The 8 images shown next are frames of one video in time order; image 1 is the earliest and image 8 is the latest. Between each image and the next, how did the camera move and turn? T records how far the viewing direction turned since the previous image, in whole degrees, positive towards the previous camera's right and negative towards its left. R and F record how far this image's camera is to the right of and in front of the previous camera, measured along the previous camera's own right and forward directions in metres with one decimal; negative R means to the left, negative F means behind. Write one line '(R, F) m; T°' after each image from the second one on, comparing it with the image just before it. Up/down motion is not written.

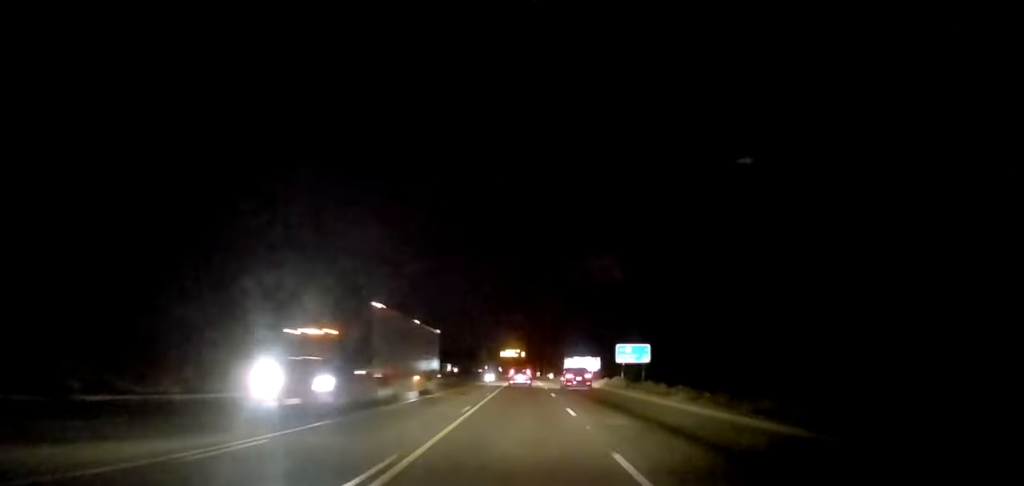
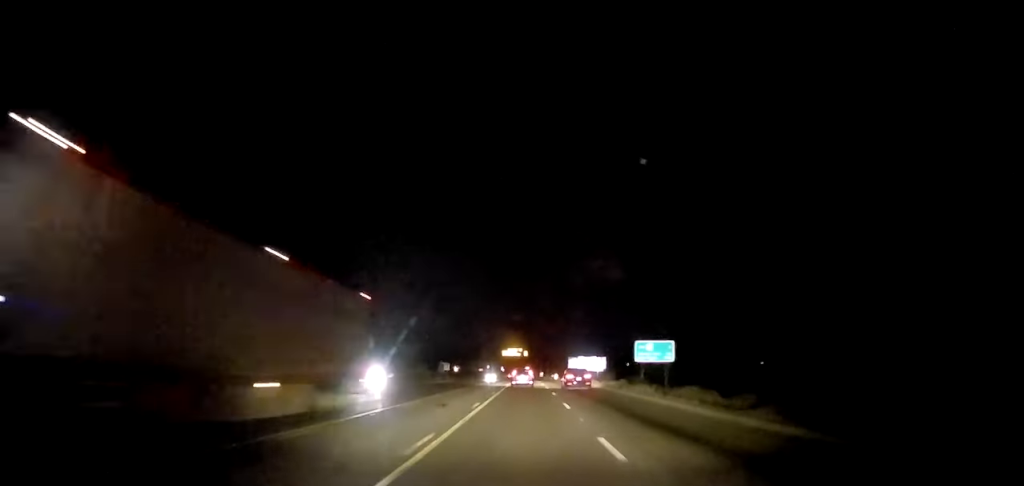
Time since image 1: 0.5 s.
(0.0, +8.8) m; -1°
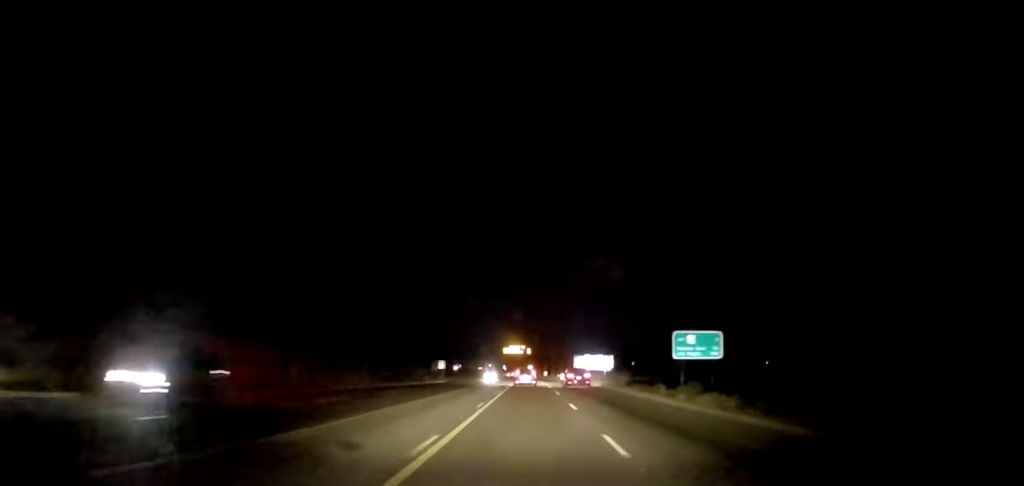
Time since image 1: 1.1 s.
(-0.7, +12.1) m; -1°
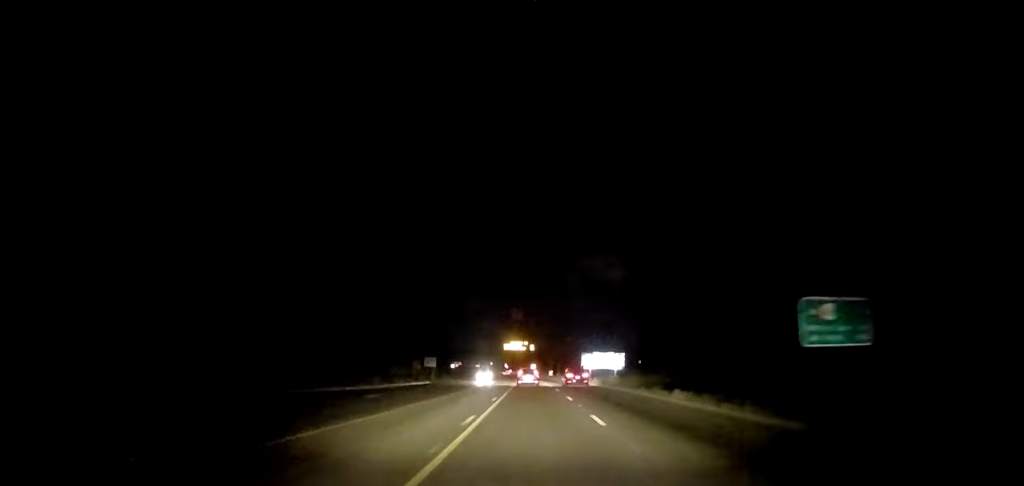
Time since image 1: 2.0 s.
(+0.3, +18.2) m; +1°
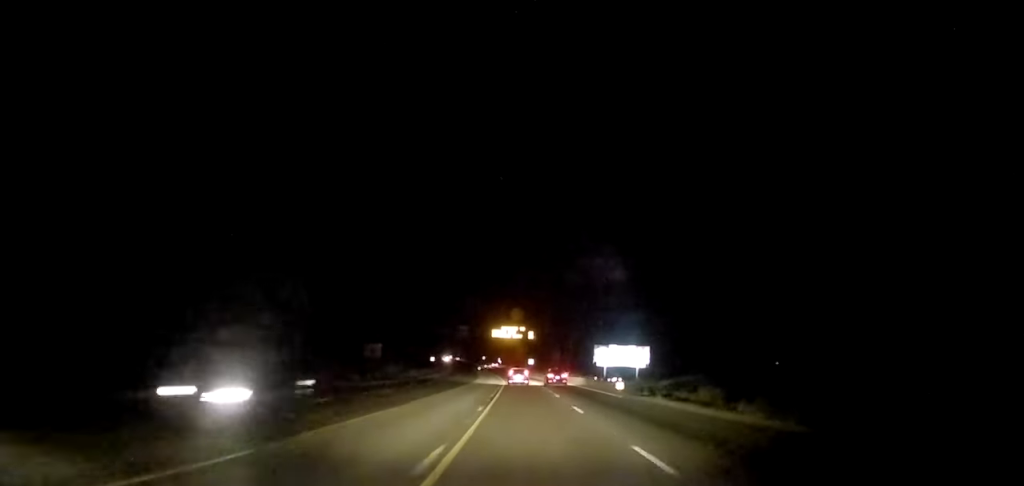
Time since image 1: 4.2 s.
(+0.3, +42.8) m; 0°
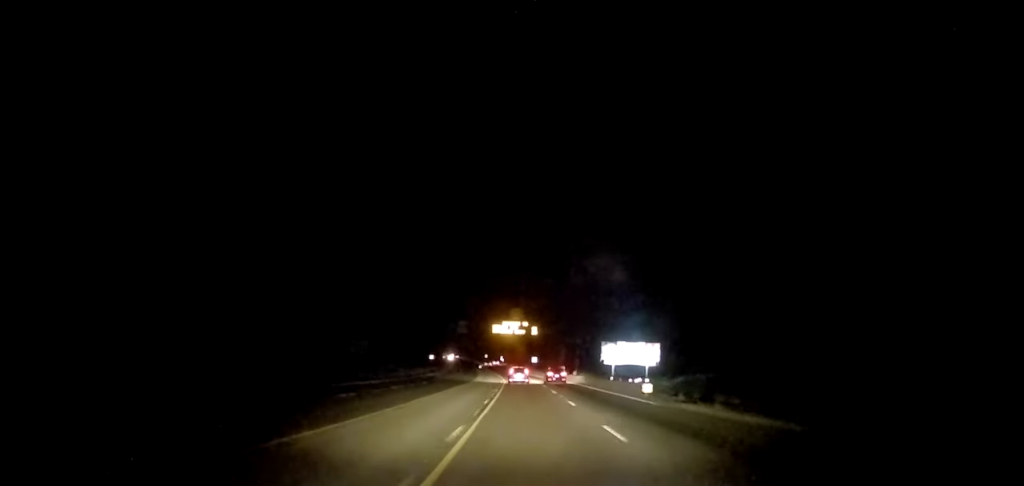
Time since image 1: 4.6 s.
(0.0, +8.2) m; 0°
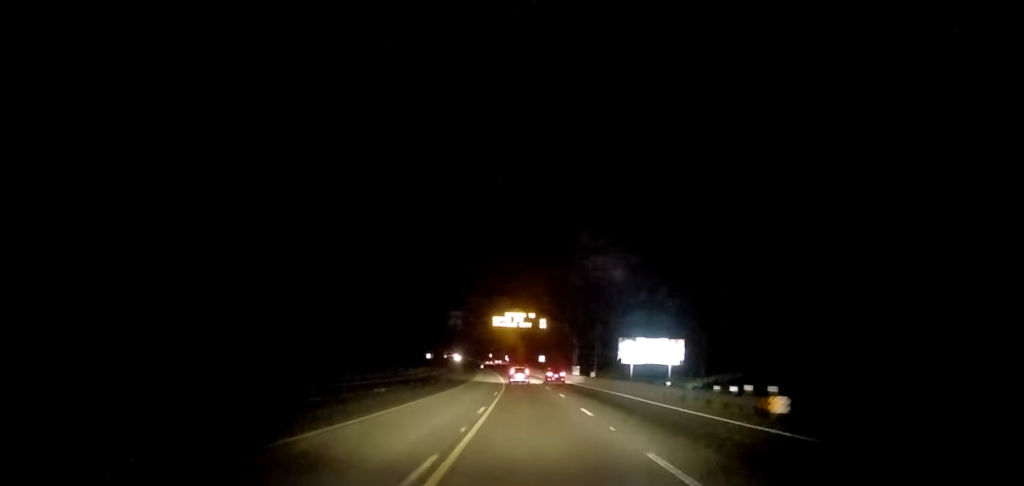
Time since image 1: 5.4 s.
(0.0, +16.4) m; 0°
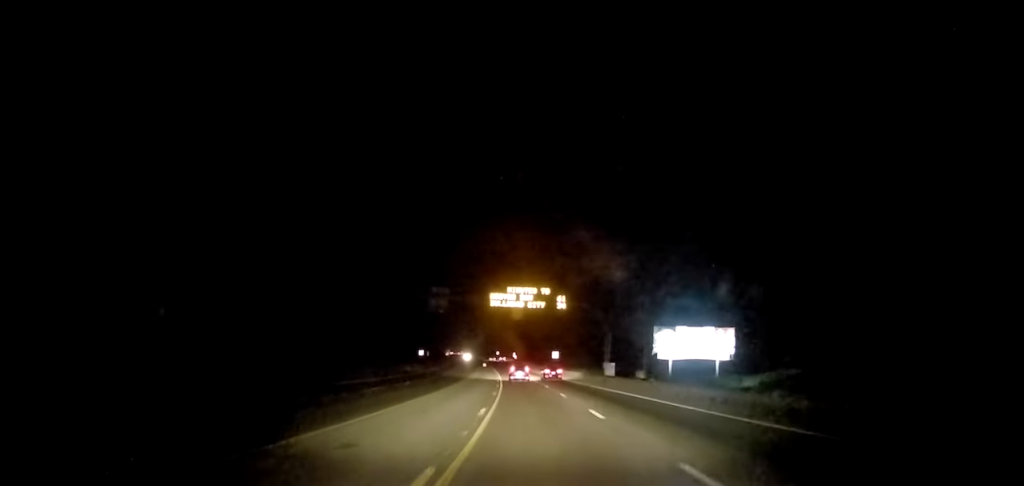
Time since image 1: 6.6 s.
(-0.3, +25.0) m; -1°
